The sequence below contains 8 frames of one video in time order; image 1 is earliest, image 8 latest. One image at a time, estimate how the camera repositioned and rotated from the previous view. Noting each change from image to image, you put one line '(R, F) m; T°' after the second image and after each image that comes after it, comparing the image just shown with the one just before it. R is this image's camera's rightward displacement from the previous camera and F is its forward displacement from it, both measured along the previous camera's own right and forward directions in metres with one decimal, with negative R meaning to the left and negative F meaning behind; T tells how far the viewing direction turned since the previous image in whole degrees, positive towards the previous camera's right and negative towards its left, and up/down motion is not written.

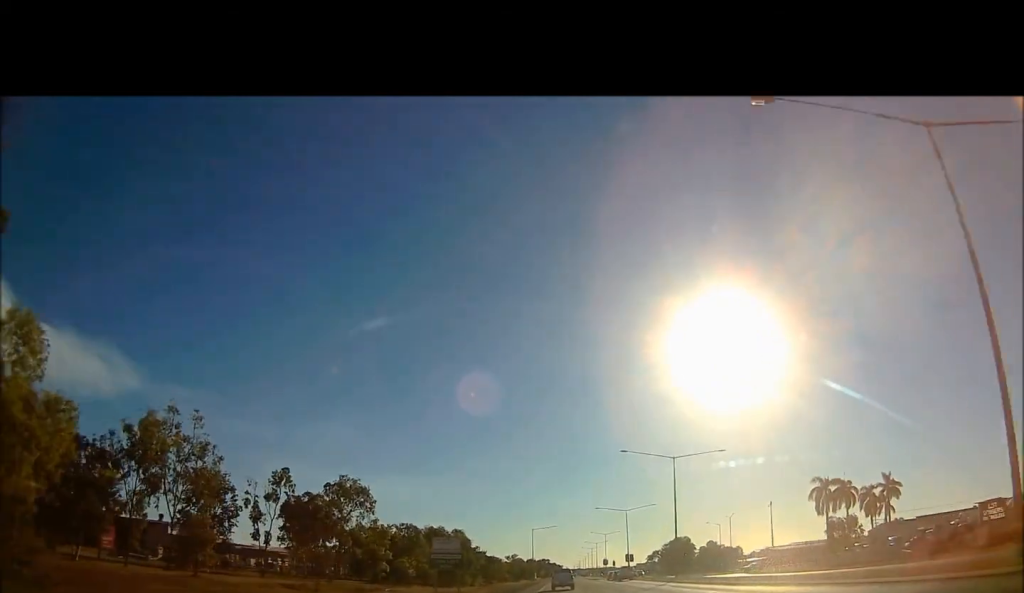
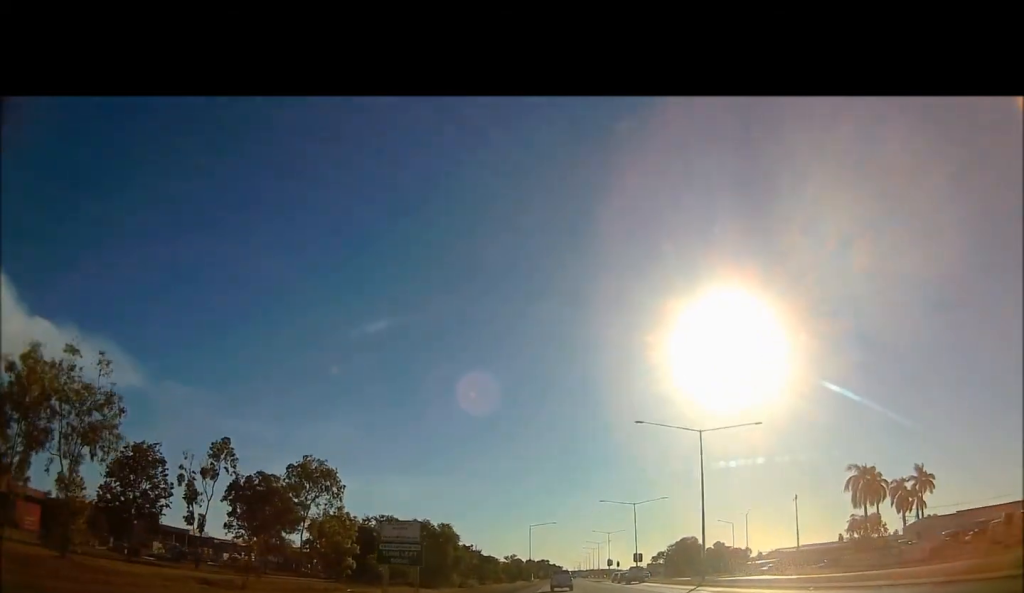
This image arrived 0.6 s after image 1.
(+0.4, +11.7) m; +1°
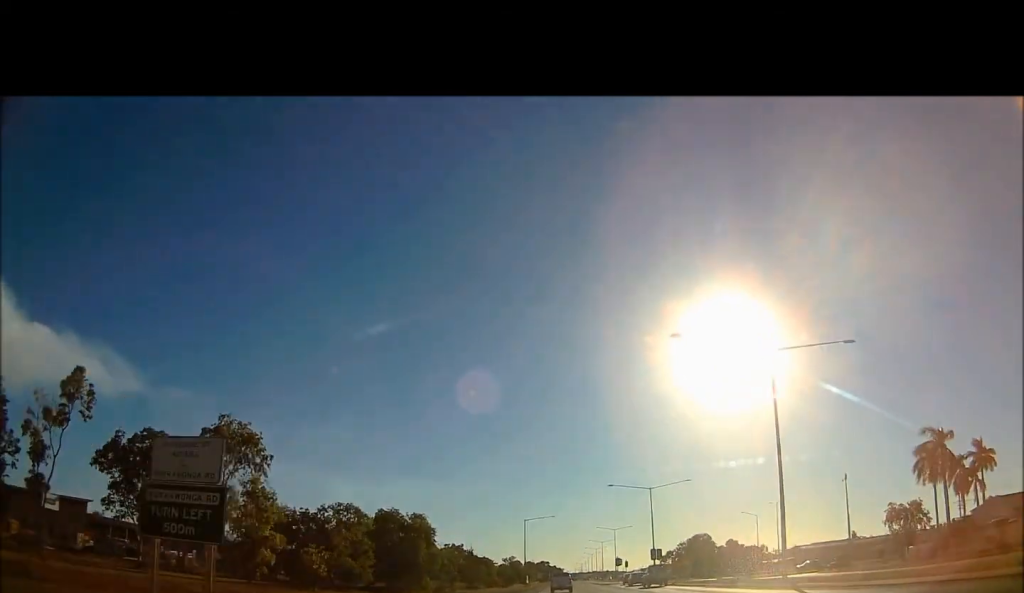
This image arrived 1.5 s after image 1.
(+0.1, +18.6) m; -1°
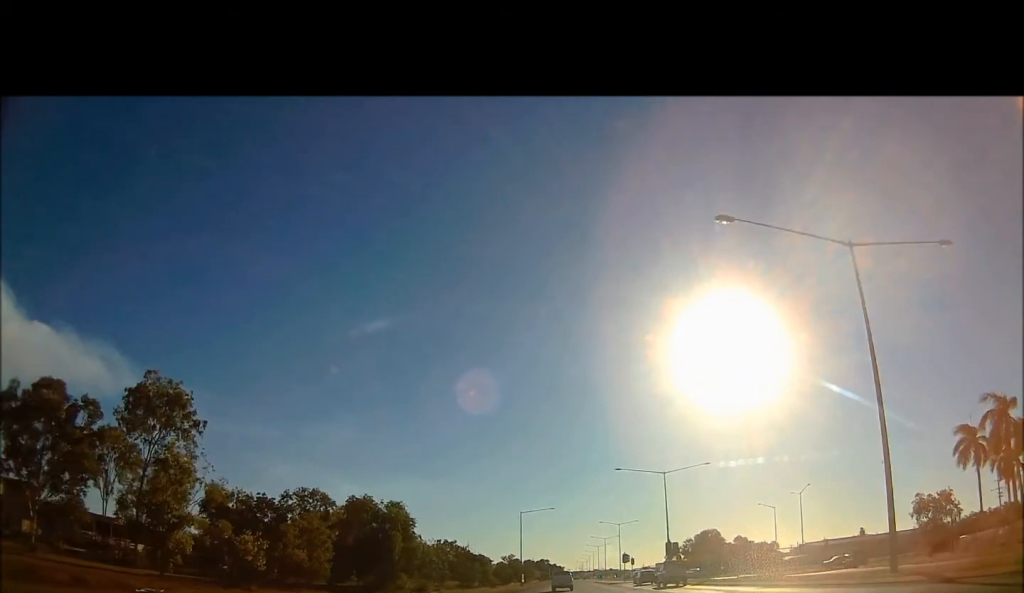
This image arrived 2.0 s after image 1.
(-0.1, +11.7) m; -1°
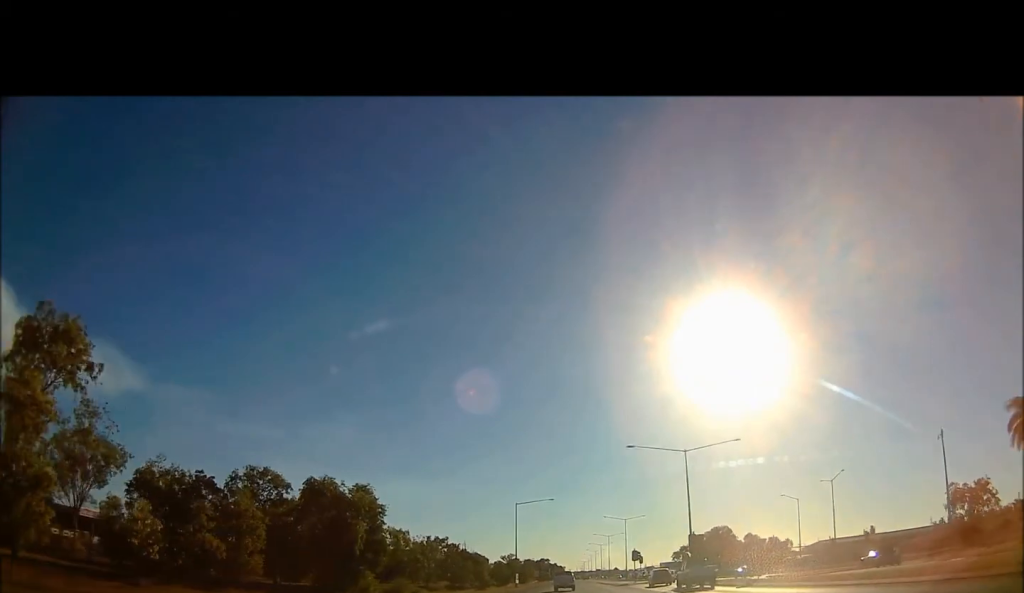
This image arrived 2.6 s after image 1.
(-0.3, +13.2) m; 0°
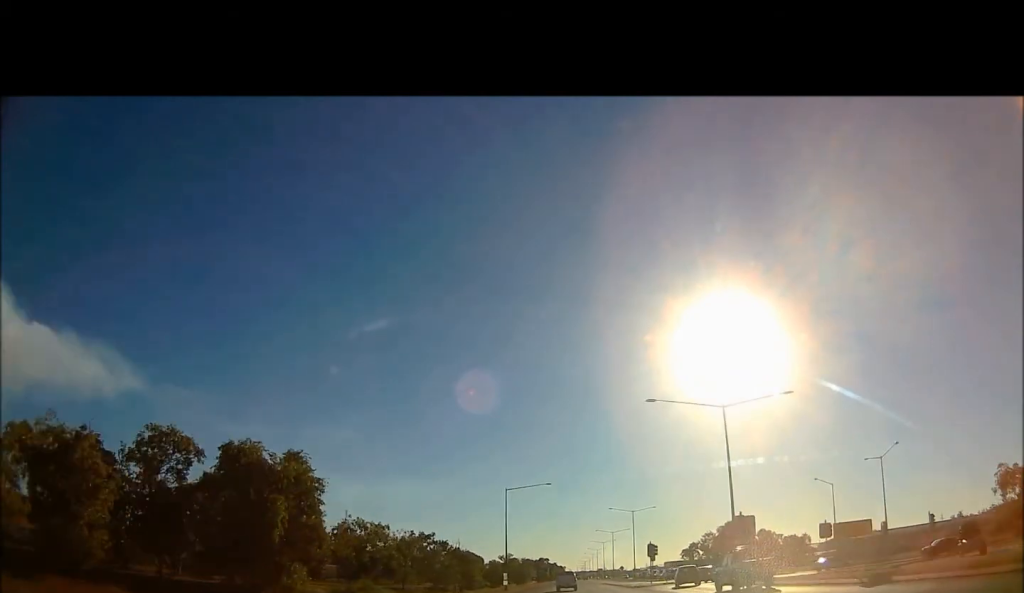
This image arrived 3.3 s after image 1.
(+0.1, +16.7) m; +1°
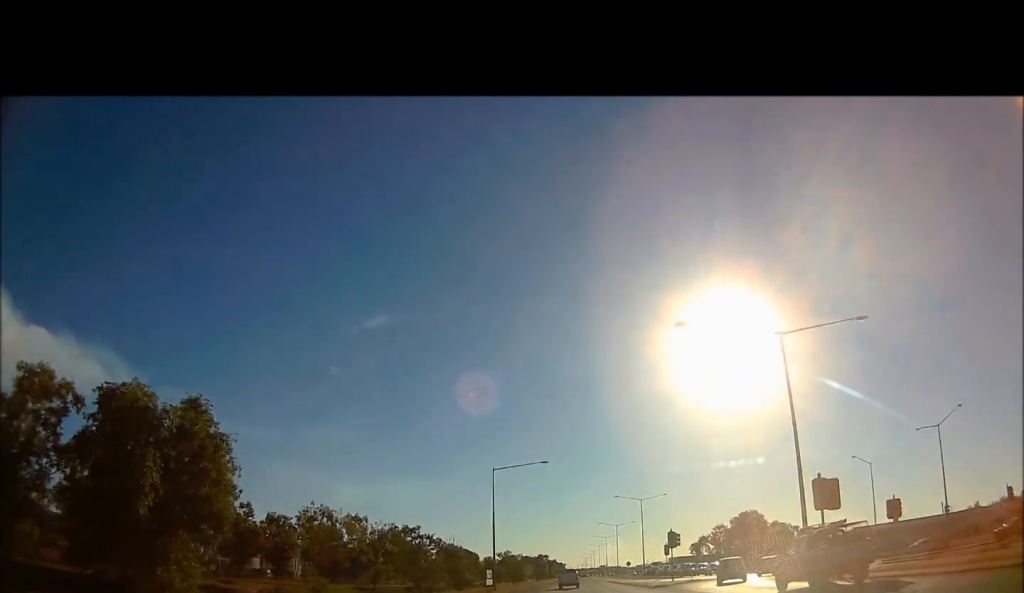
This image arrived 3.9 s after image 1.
(+0.2, +14.3) m; +1°
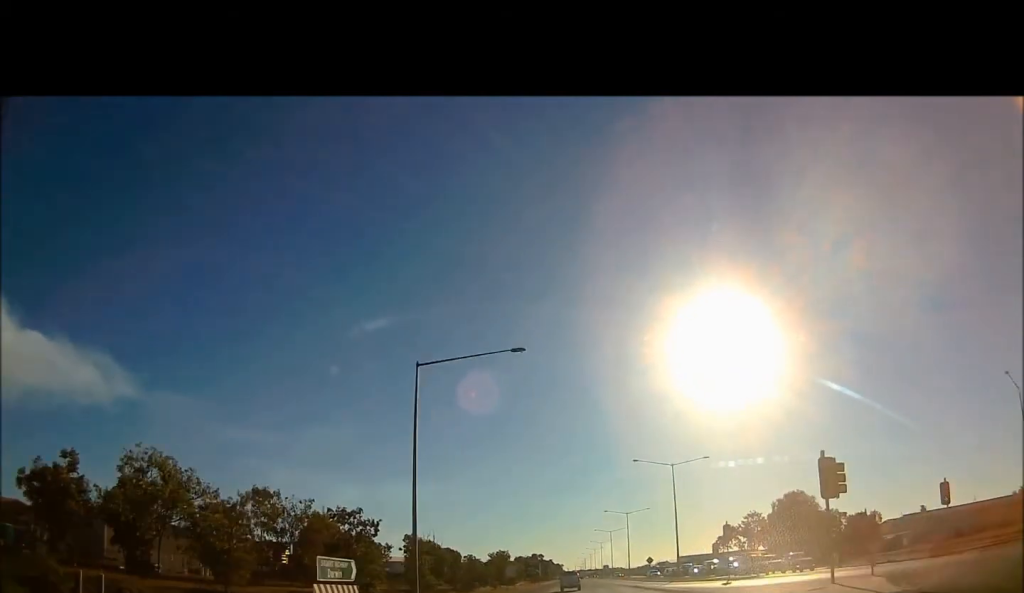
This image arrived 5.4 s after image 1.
(+0.5, +30.0) m; 0°
